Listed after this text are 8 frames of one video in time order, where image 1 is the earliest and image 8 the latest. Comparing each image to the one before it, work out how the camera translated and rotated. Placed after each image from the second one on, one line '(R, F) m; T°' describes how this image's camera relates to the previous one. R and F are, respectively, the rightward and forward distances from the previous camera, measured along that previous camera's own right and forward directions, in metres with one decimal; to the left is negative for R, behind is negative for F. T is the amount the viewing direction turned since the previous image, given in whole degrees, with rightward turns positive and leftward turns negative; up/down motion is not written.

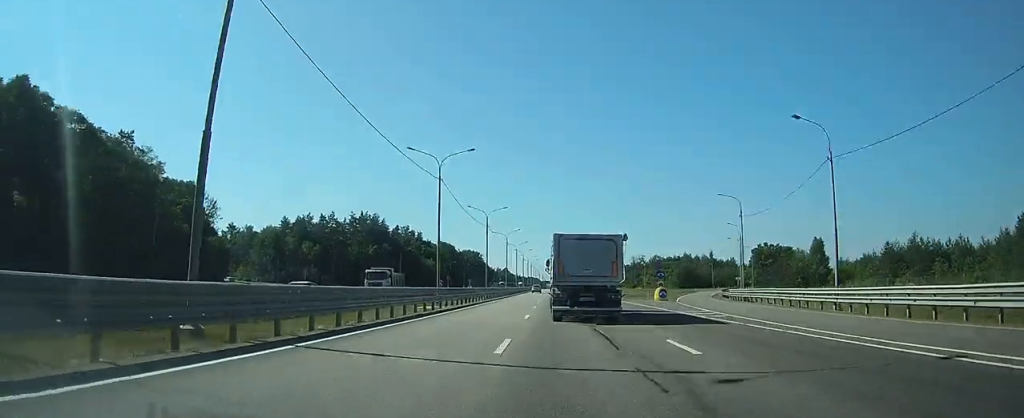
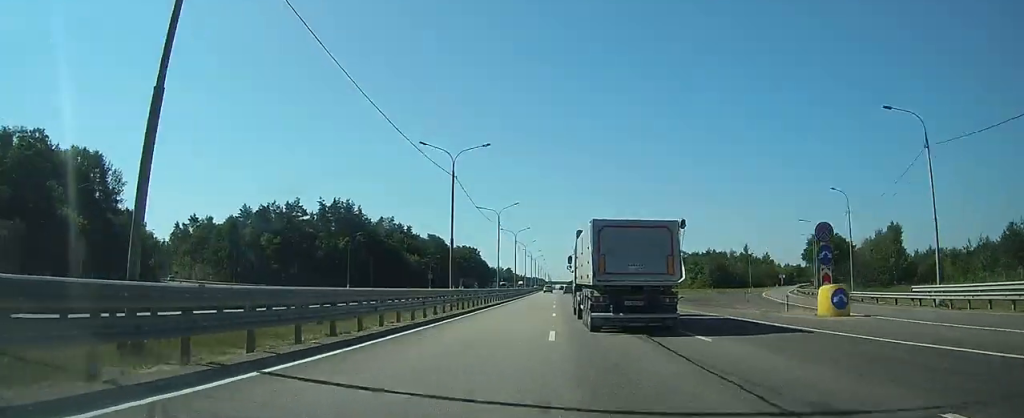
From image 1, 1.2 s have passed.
(-0.1, +33.3) m; 0°
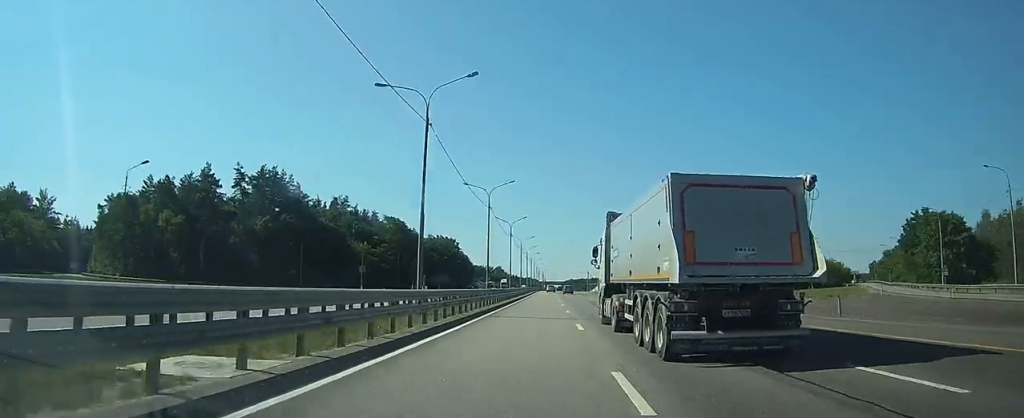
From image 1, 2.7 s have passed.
(-0.1, +44.4) m; 0°
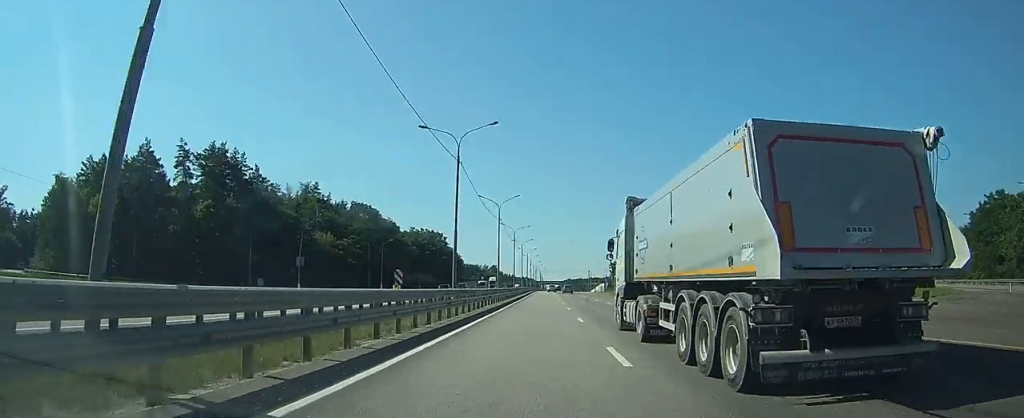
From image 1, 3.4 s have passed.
(0.0, +20.5) m; 0°
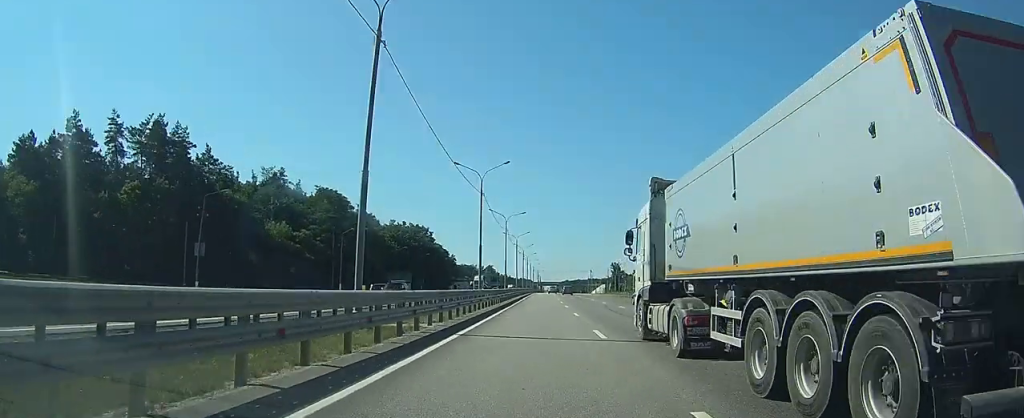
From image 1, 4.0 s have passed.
(0.0, +18.6) m; 0°
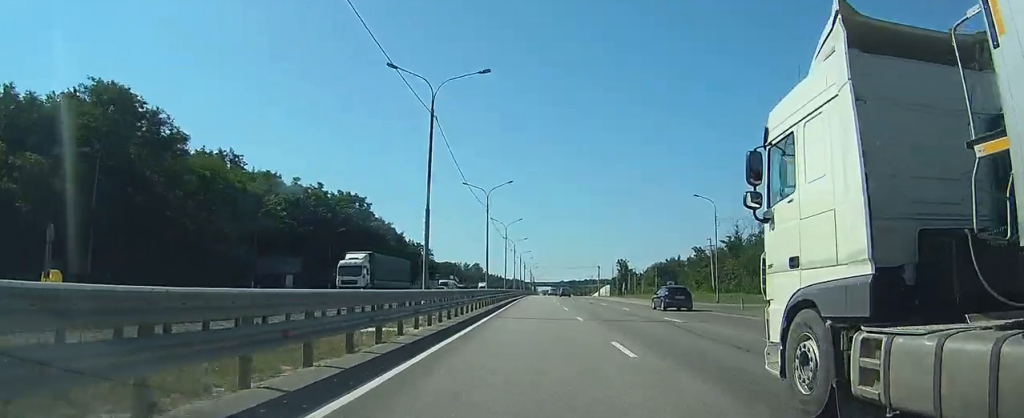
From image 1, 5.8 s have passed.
(+0.3, +52.4) m; 0°
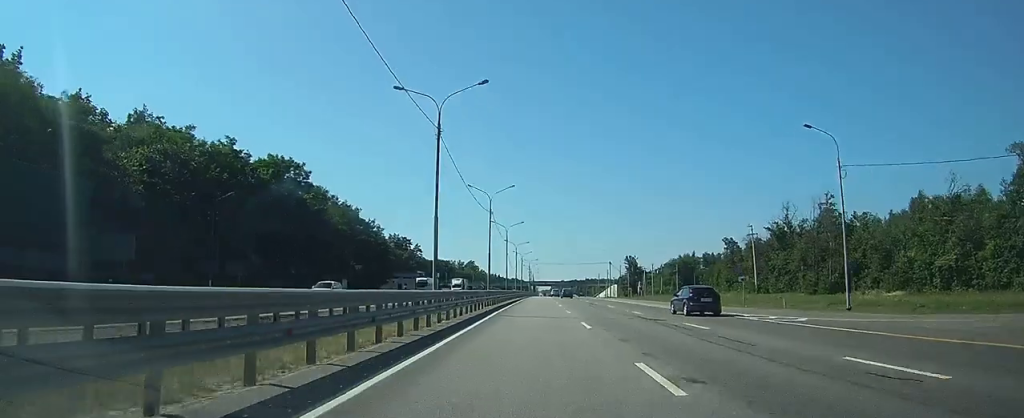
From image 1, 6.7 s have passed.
(+0.1, +27.9) m; 0°
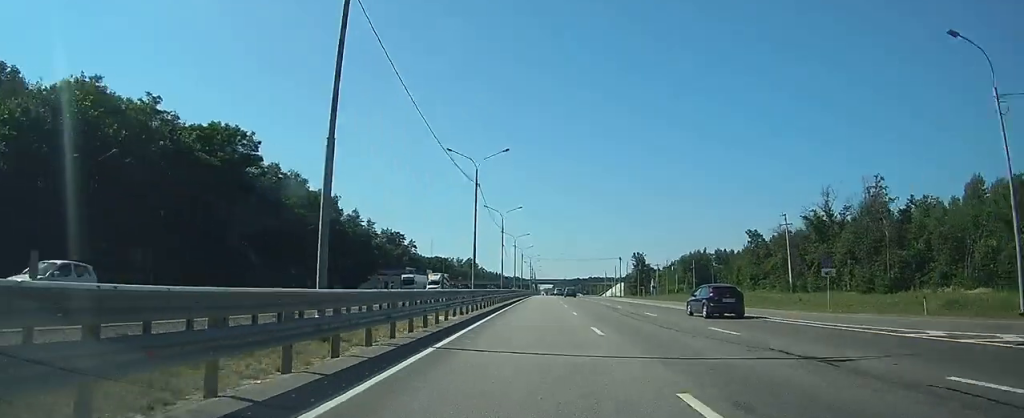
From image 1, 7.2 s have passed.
(0.0, +15.0) m; 0°
